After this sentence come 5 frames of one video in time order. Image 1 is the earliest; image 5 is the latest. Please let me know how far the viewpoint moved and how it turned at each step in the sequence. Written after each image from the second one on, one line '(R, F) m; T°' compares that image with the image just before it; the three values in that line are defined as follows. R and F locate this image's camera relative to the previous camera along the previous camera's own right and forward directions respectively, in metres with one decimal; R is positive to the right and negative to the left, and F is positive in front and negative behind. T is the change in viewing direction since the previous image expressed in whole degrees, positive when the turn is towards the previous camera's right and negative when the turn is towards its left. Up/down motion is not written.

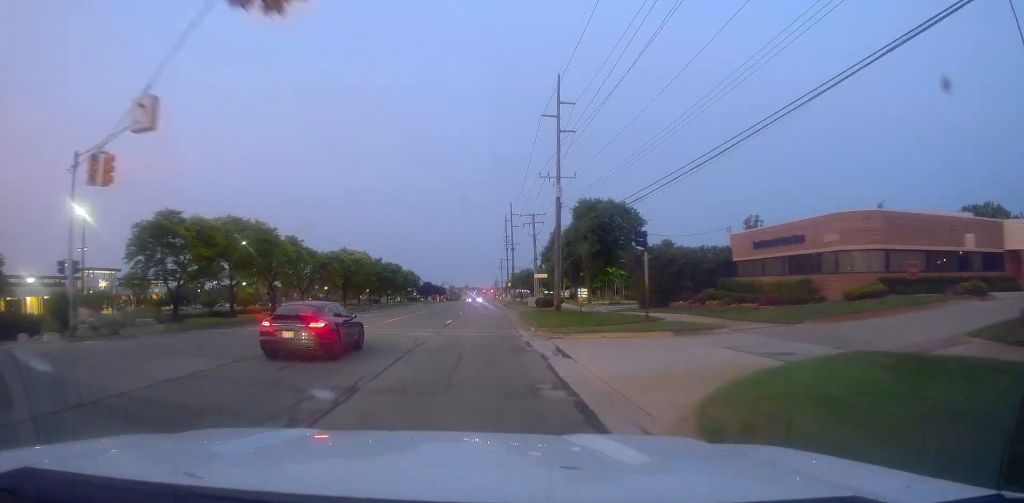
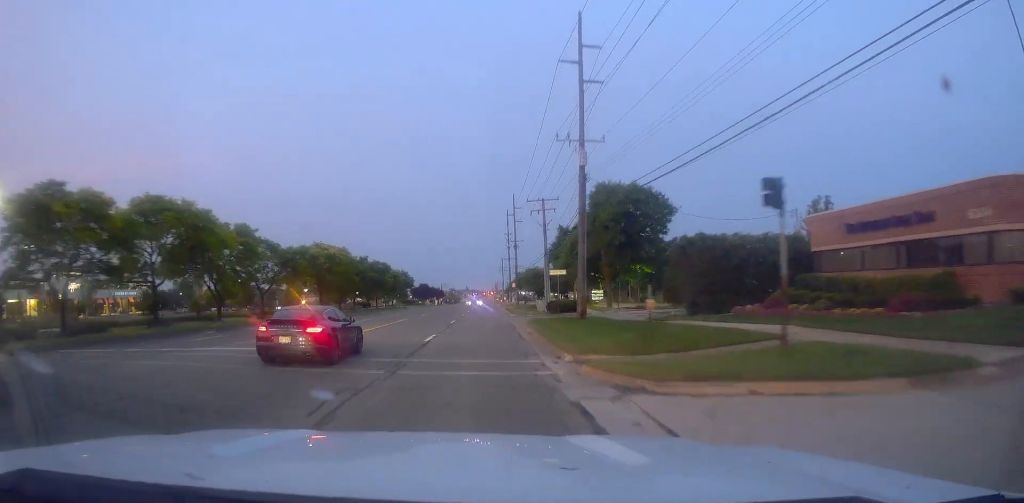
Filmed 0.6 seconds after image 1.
(+0.1, +12.0) m; 0°
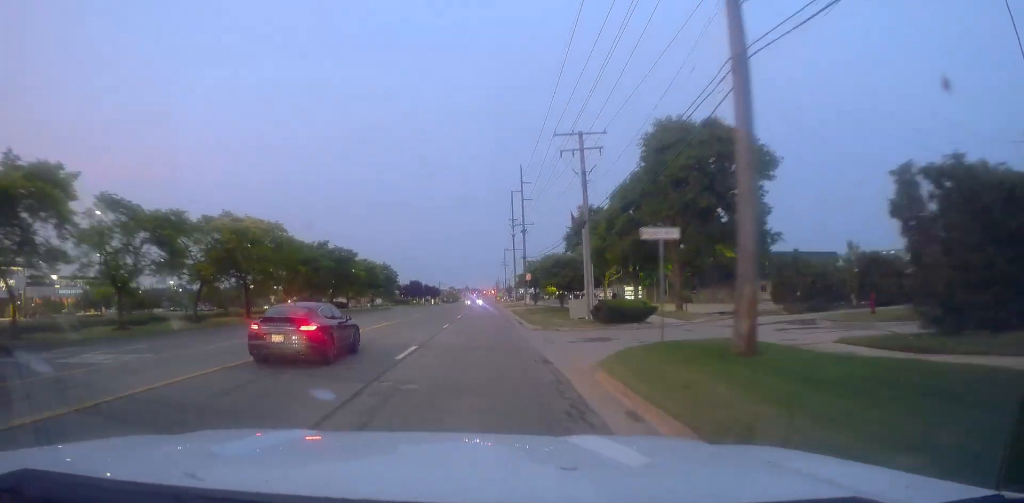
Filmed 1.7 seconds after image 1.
(+0.3, +22.7) m; +1°
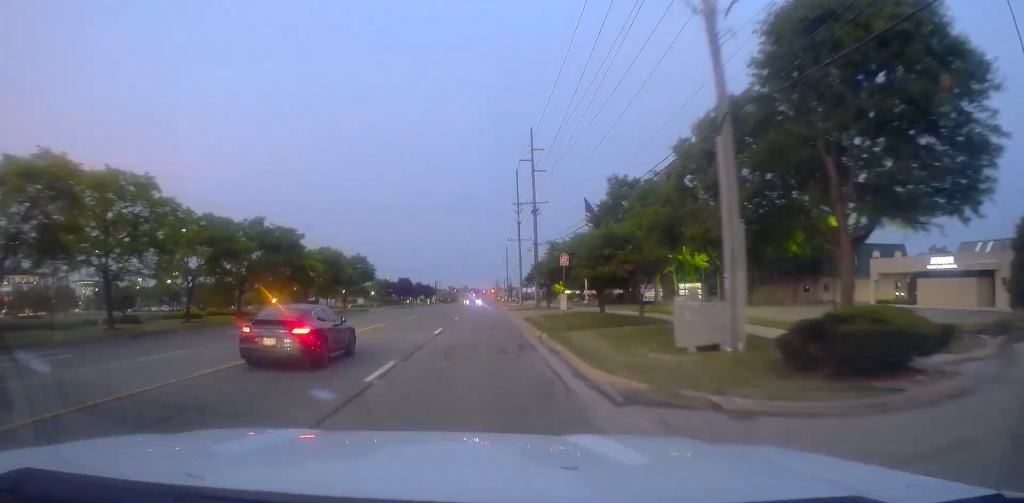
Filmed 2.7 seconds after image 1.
(0.0, +19.9) m; -1°
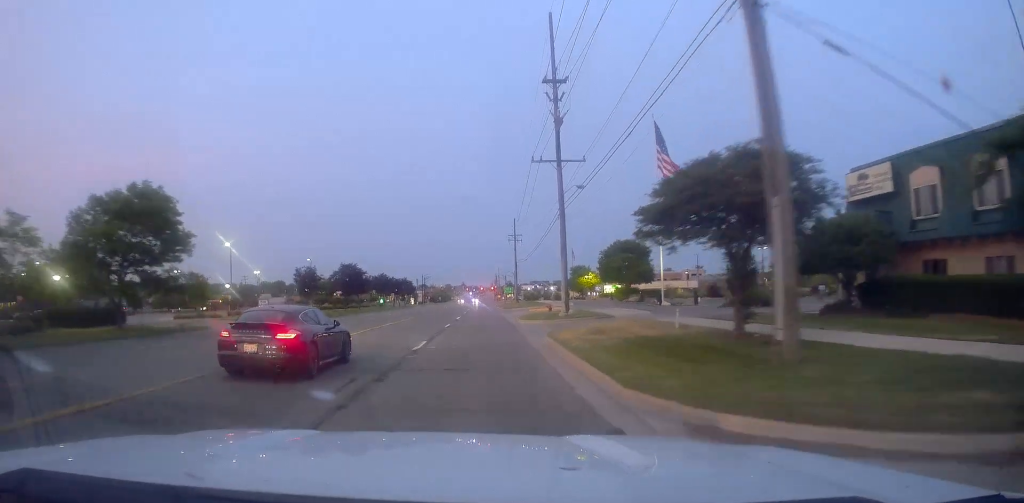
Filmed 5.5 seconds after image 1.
(-0.3, +53.6) m; -1°
